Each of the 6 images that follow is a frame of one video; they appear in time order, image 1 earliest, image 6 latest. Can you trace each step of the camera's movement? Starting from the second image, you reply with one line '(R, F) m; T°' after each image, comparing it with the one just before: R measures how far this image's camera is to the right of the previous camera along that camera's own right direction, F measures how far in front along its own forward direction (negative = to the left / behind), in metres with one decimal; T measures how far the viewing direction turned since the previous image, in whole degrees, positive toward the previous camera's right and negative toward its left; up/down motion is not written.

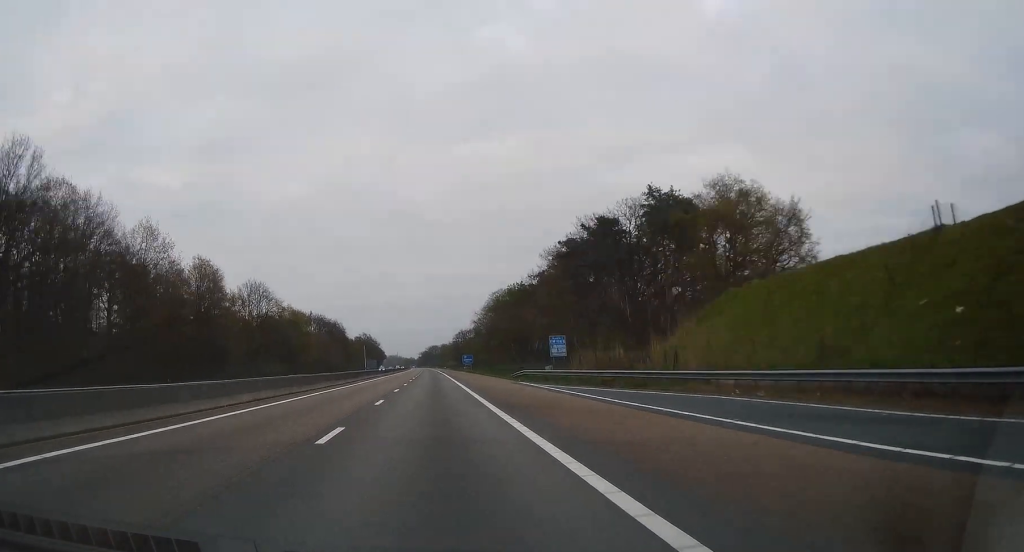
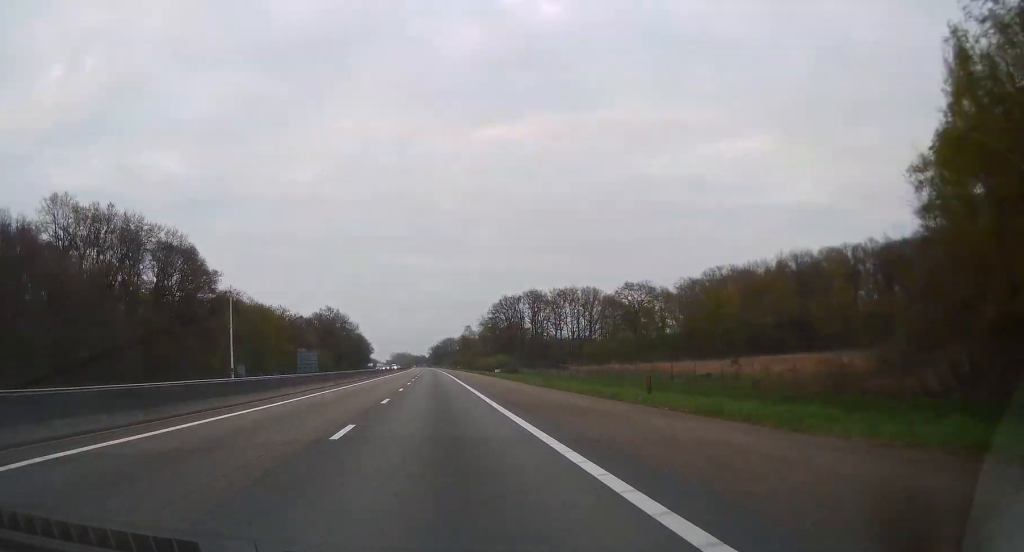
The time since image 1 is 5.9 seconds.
(-0.7, +175.6) m; -1°
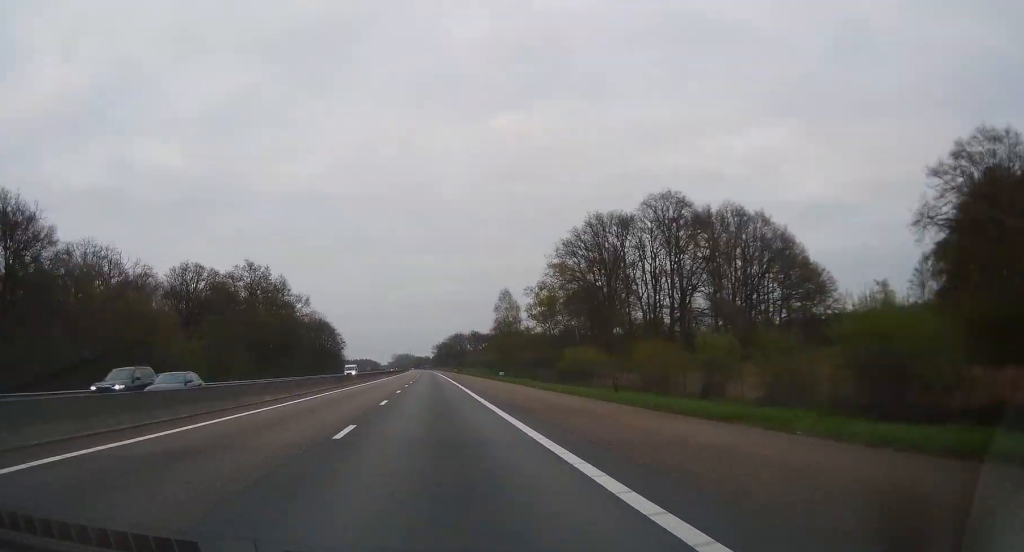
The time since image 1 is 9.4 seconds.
(-0.7, +108.0) m; -1°
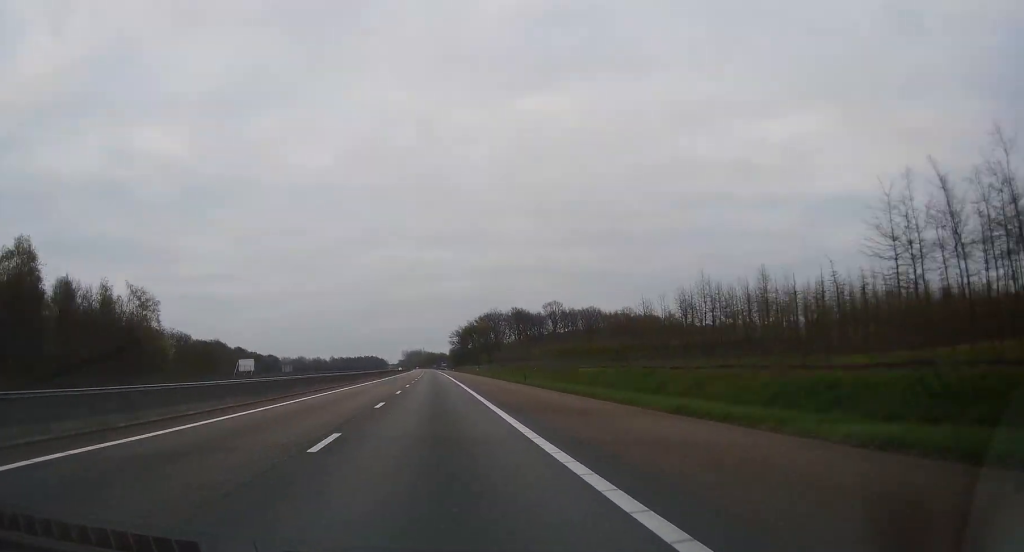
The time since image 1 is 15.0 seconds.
(-1.4, +169.4) m; -1°
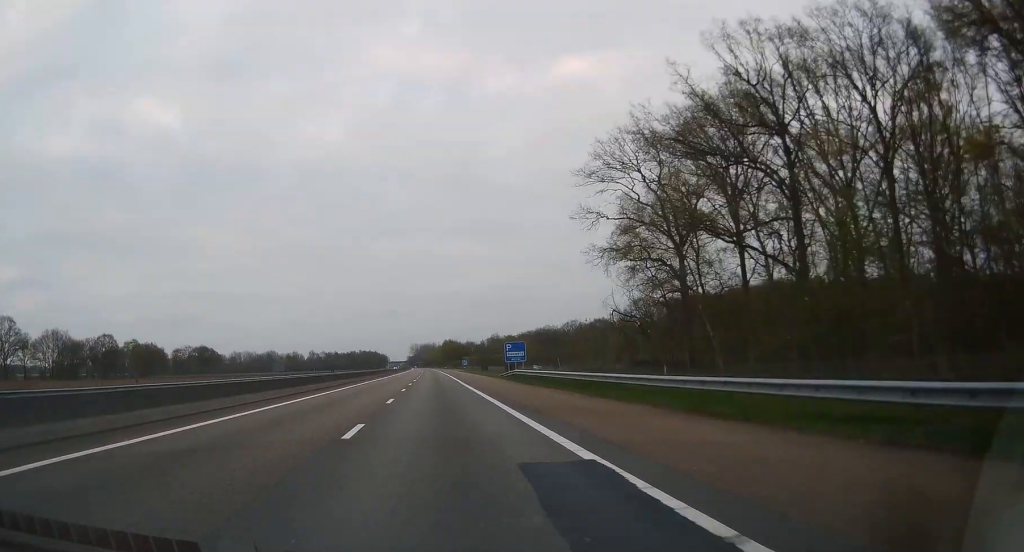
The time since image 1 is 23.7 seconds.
(-3.1, +257.1) m; -1°
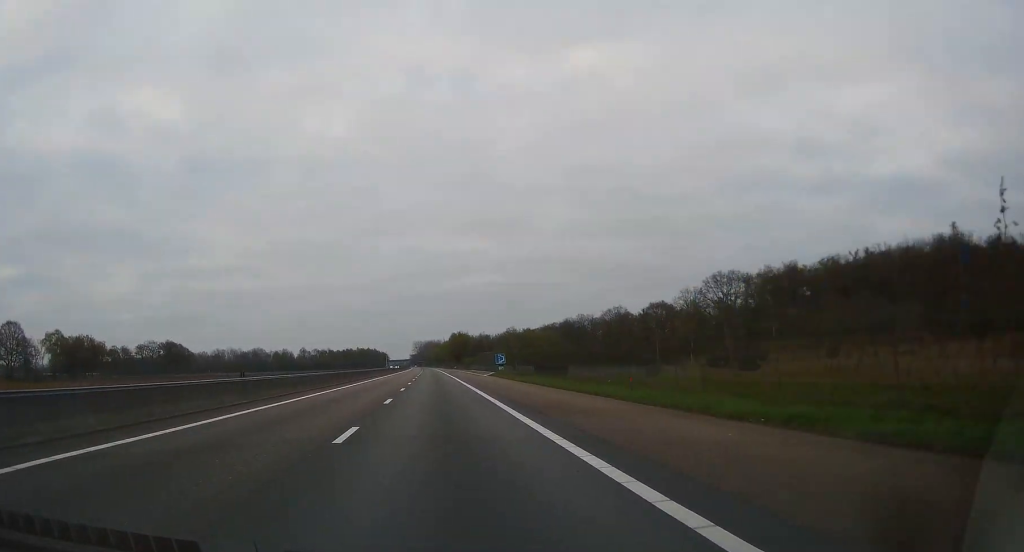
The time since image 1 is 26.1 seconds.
(-0.5, +70.7) m; -1°
